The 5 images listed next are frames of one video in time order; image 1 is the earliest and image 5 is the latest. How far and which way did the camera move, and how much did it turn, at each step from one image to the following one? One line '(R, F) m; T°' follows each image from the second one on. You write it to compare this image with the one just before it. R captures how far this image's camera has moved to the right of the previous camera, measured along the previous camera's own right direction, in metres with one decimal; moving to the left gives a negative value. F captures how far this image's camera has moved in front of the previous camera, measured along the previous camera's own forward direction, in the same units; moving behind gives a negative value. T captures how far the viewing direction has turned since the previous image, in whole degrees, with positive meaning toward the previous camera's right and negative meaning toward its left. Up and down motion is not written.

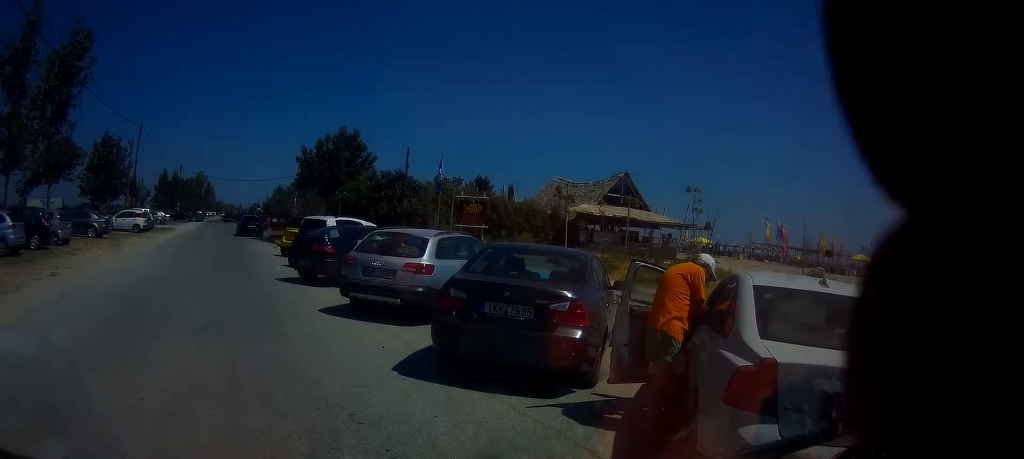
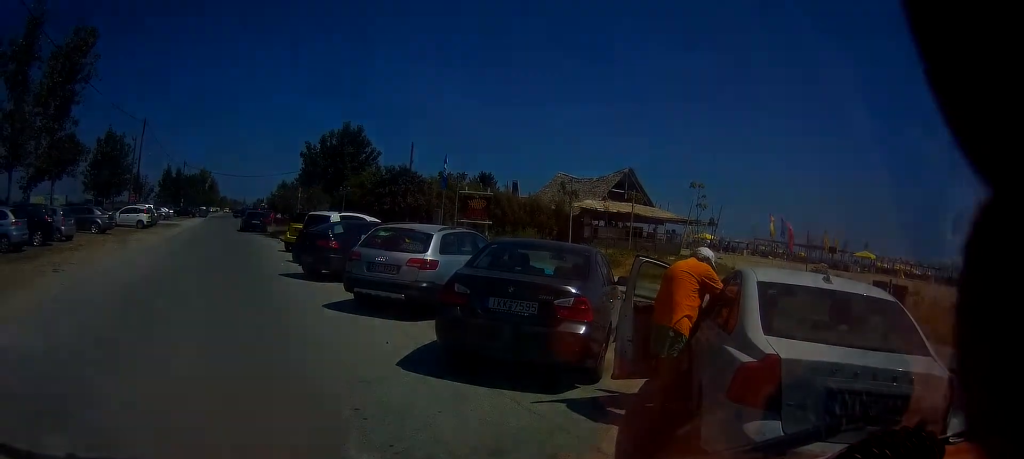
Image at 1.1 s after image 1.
(0.0, +0.1) m; 0°
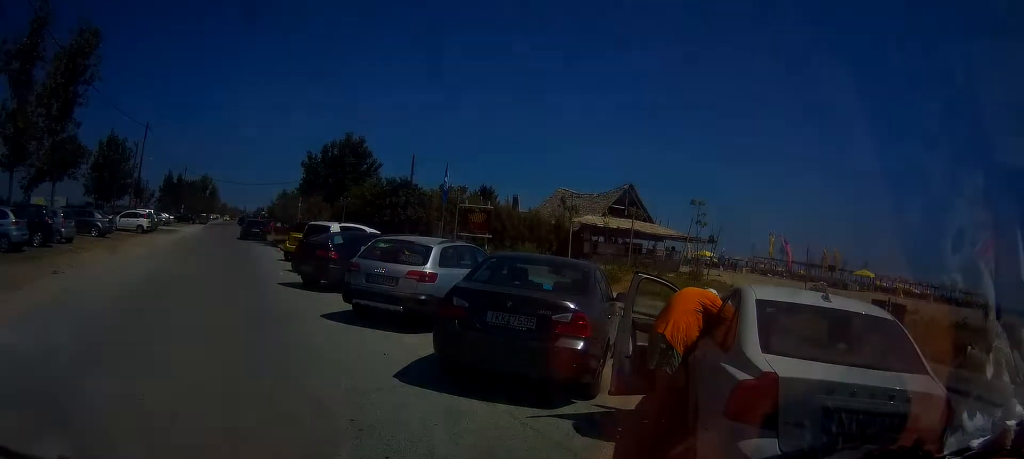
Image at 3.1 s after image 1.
(0.0, +0.3) m; 0°
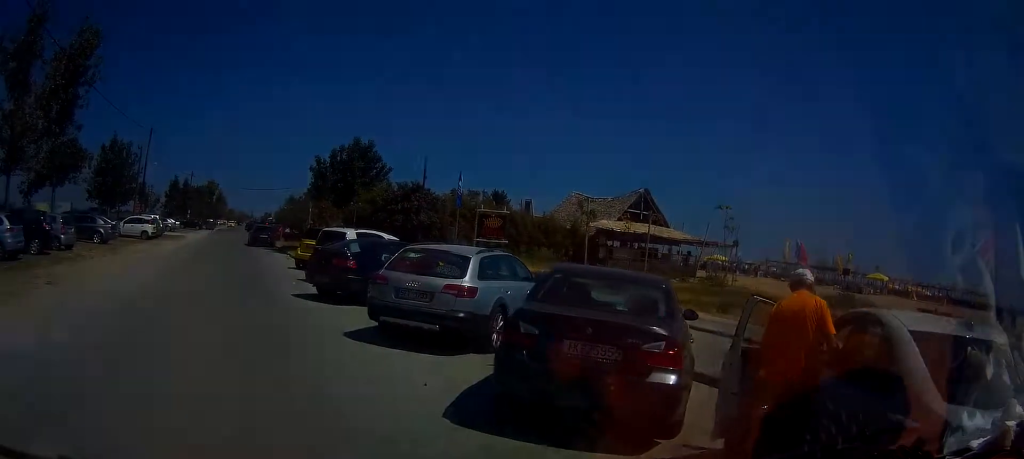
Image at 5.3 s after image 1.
(-0.3, +3.1) m; -7°
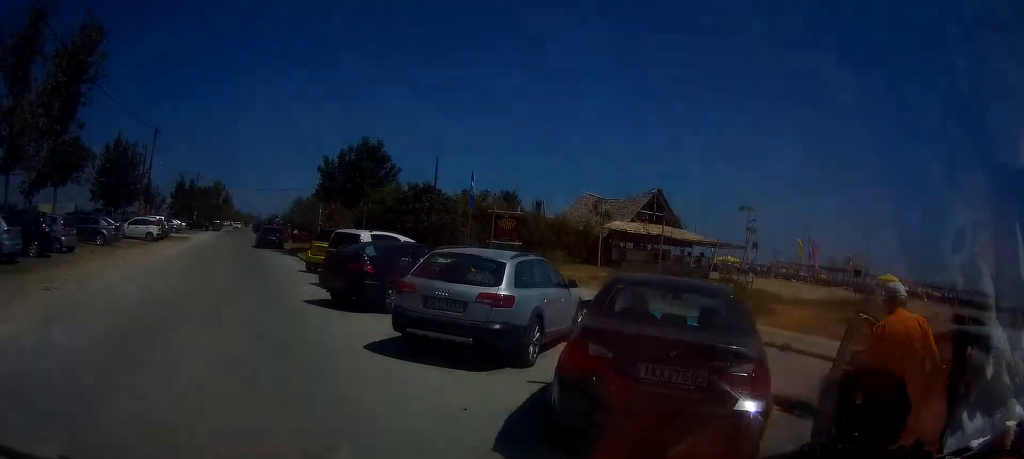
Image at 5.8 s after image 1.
(0.0, +1.2) m; 0°
